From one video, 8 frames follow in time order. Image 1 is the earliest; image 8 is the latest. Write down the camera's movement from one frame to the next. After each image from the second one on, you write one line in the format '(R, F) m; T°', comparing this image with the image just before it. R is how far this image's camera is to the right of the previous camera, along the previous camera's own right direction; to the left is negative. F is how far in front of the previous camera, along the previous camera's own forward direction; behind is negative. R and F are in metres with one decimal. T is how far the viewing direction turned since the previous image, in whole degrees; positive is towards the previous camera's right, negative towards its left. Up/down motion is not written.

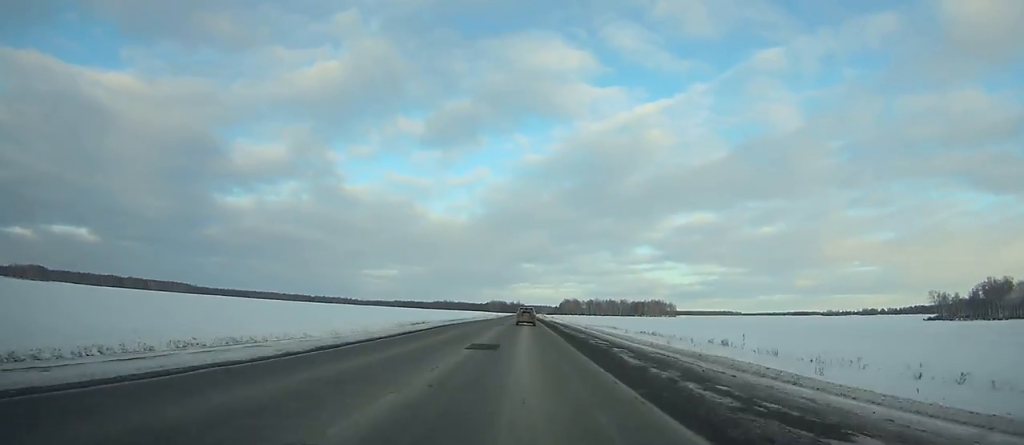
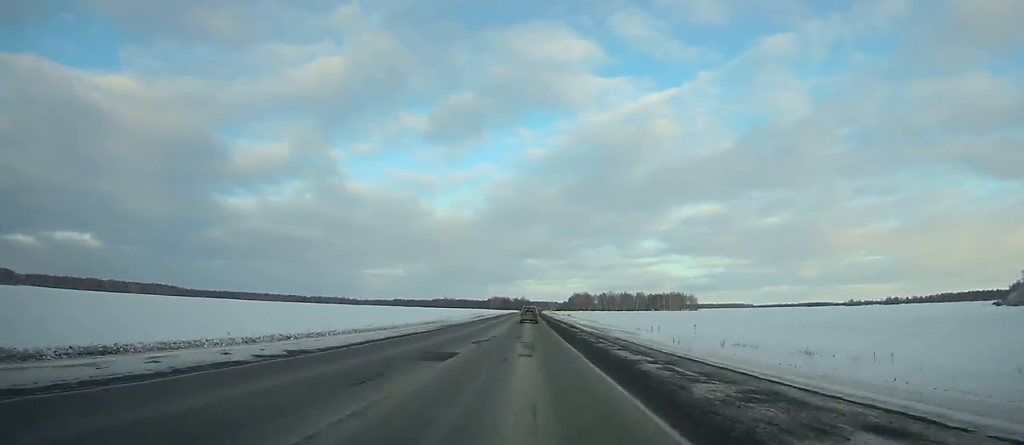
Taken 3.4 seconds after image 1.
(+0.1, +83.3) m; 0°
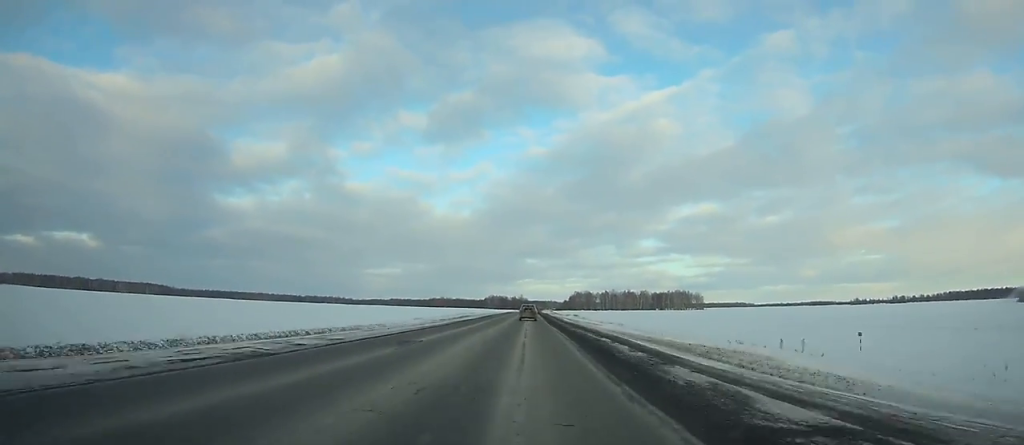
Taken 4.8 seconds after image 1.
(0.0, +34.7) m; 0°
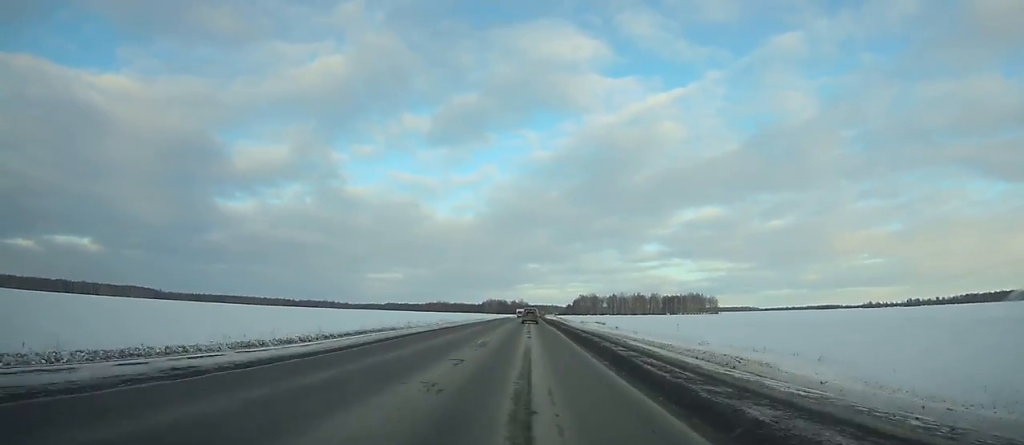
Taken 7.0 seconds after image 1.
(-0.1, +54.5) m; 0°
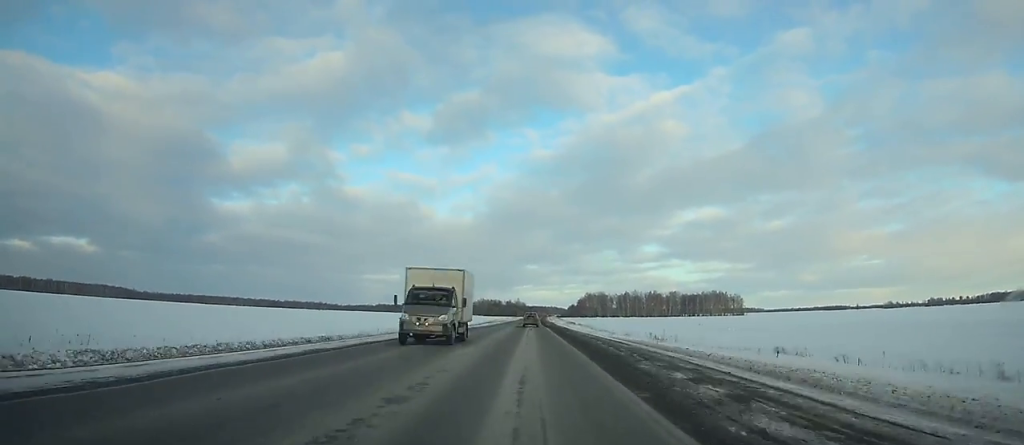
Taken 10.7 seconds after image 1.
(+0.3, +92.5) m; 0°
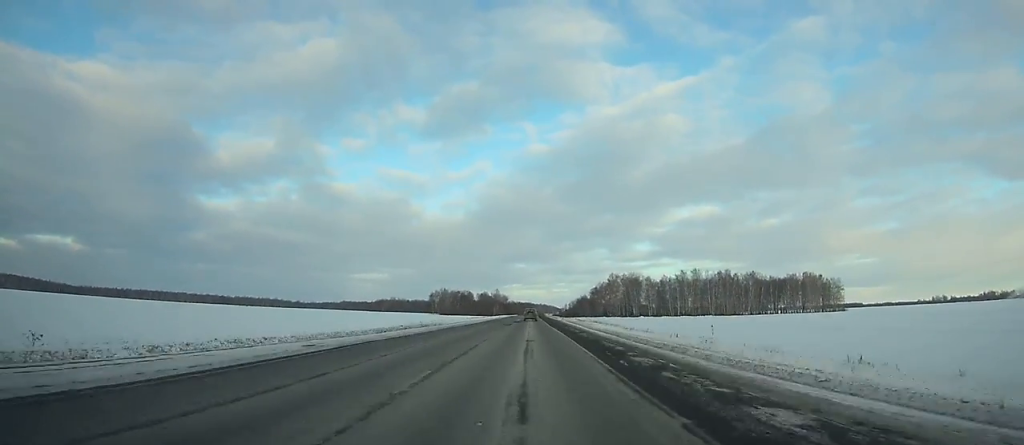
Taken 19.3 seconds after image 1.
(+1.5, +218.1) m; +1°
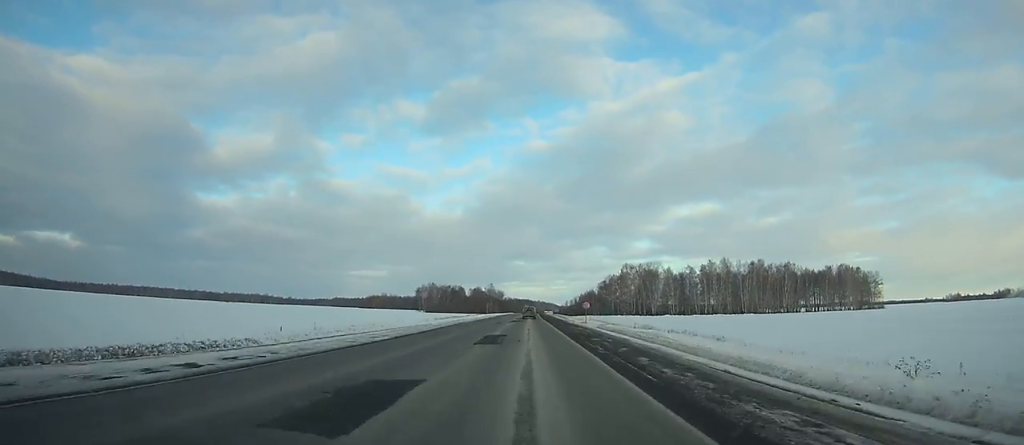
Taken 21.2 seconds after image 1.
(+0.3, +48.6) m; 0°
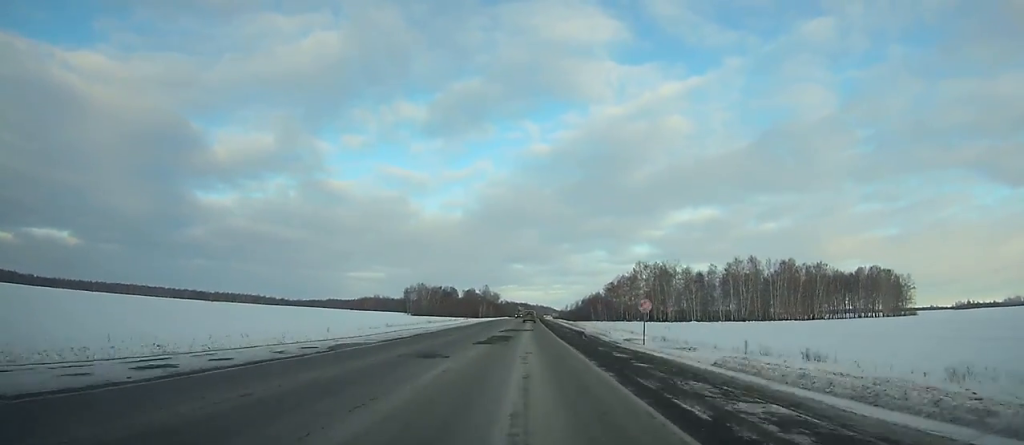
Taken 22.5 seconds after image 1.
(0.0, +33.3) m; 0°
